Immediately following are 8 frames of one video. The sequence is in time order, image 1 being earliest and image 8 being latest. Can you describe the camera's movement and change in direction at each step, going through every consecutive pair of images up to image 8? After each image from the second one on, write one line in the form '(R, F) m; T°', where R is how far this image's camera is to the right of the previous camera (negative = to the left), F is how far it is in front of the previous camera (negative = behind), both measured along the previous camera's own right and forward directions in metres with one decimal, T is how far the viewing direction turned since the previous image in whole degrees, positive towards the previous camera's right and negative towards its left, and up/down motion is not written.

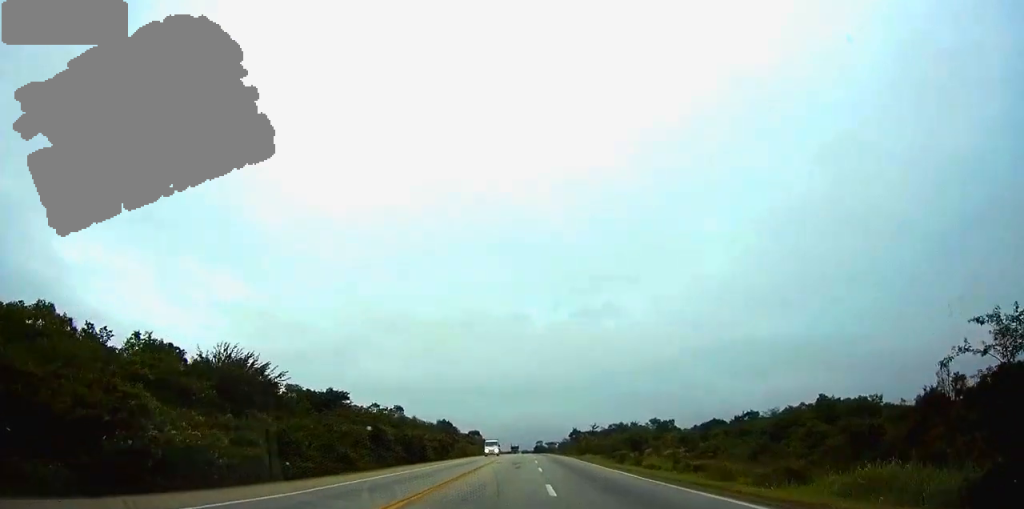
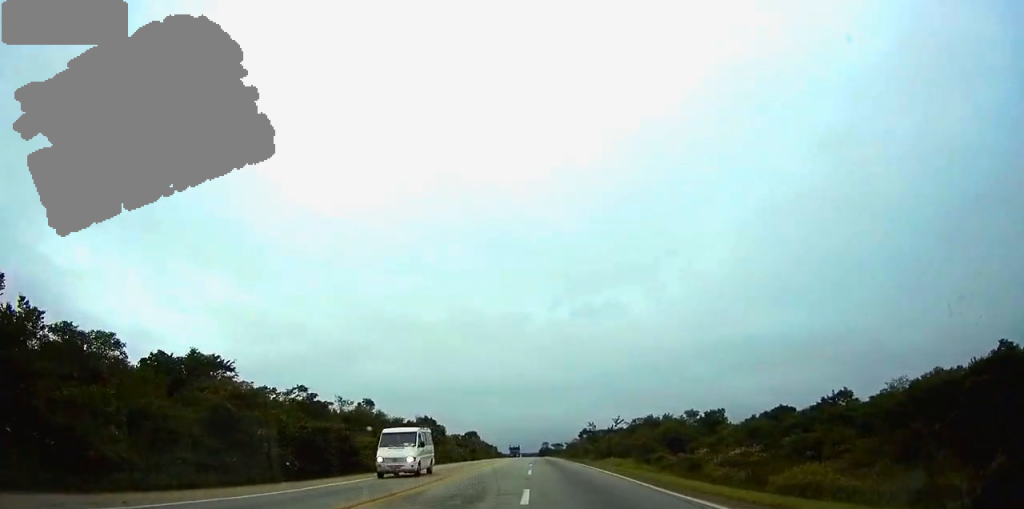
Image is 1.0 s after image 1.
(+0.1, +35.1) m; 0°
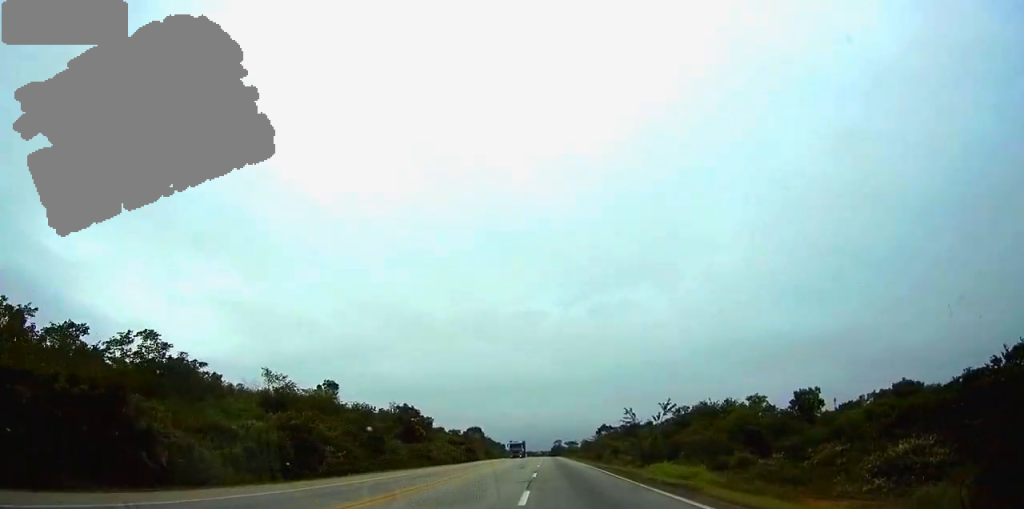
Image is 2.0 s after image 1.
(-0.1, +32.6) m; -1°
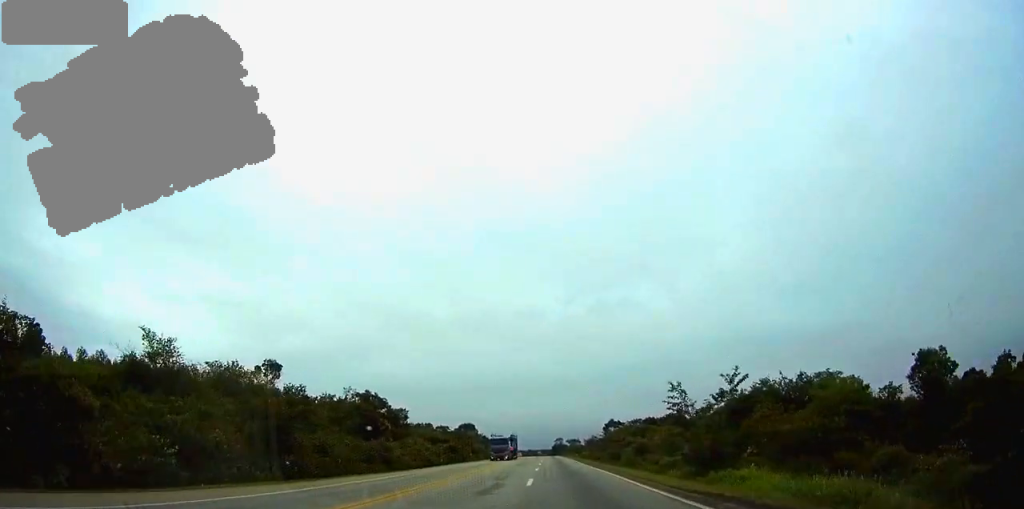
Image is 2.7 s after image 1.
(0.0, +24.6) m; 0°
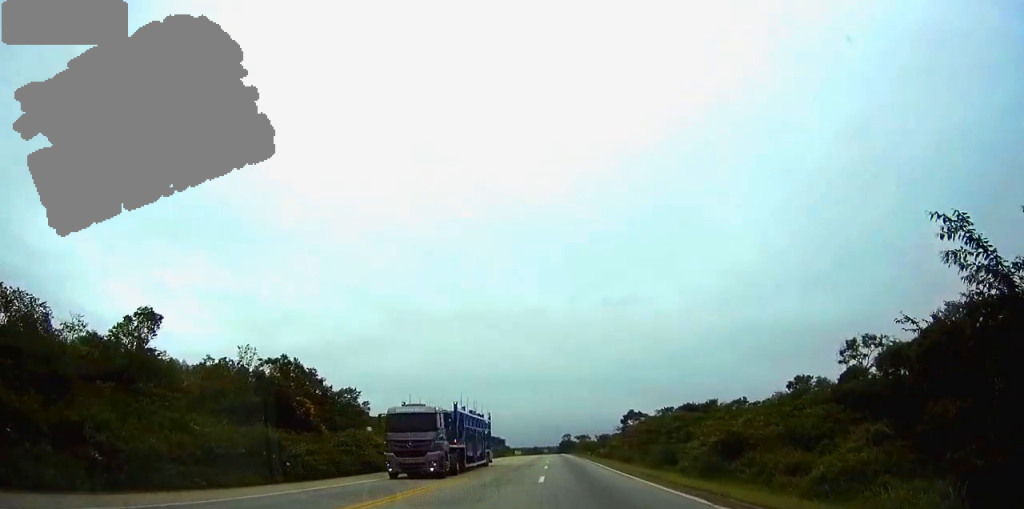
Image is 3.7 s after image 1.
(-0.3, +32.3) m; -1°
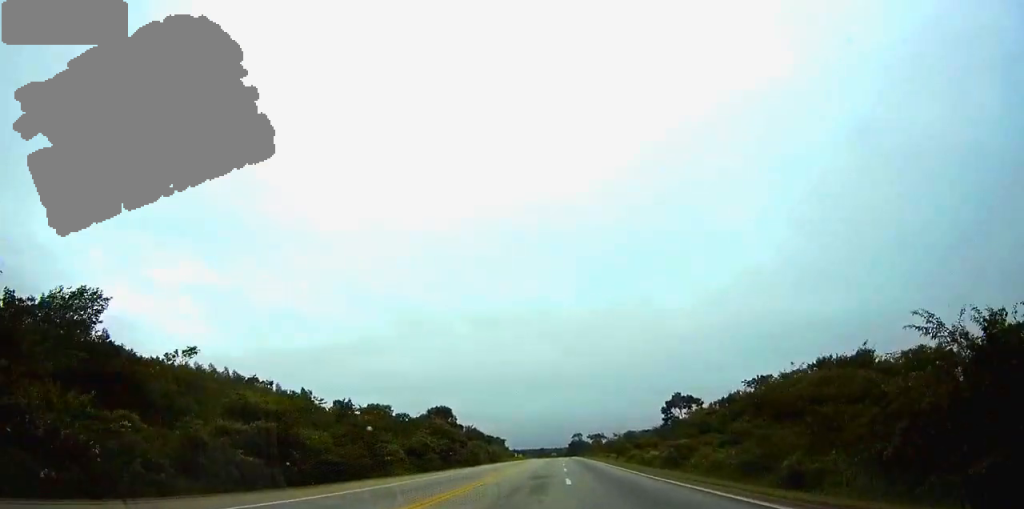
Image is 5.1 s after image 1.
(-0.2, +48.0) m; 0°
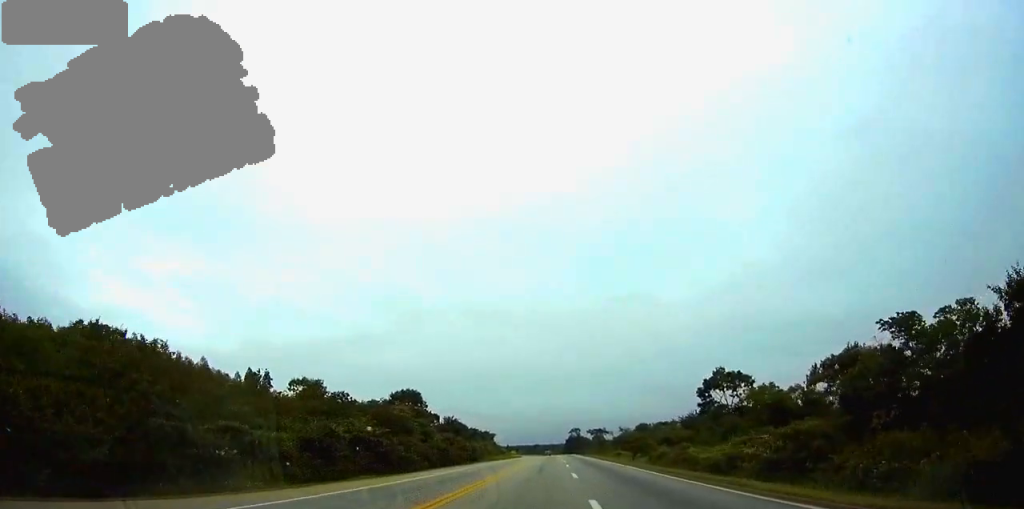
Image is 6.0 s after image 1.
(0.0, +30.1) m; 0°
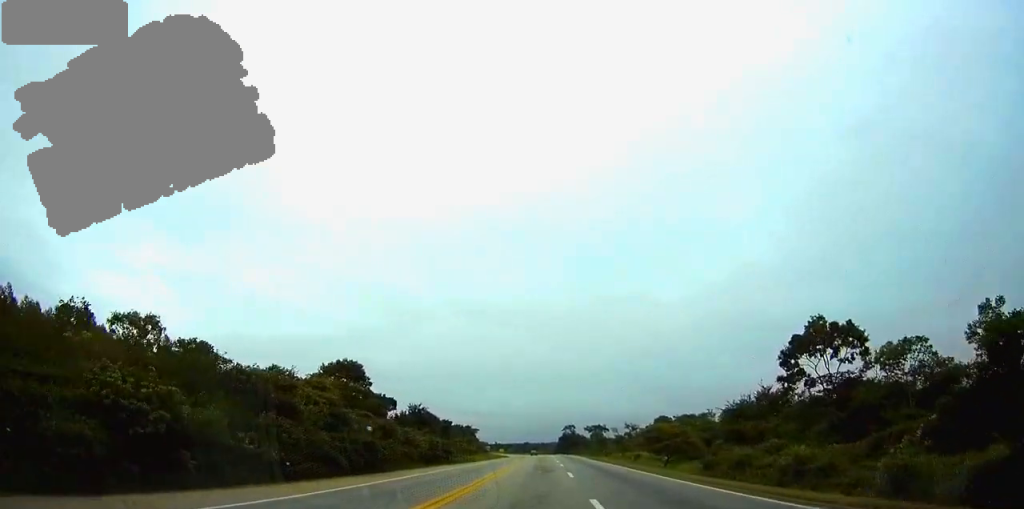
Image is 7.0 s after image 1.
(+0.2, +32.3) m; 0°
